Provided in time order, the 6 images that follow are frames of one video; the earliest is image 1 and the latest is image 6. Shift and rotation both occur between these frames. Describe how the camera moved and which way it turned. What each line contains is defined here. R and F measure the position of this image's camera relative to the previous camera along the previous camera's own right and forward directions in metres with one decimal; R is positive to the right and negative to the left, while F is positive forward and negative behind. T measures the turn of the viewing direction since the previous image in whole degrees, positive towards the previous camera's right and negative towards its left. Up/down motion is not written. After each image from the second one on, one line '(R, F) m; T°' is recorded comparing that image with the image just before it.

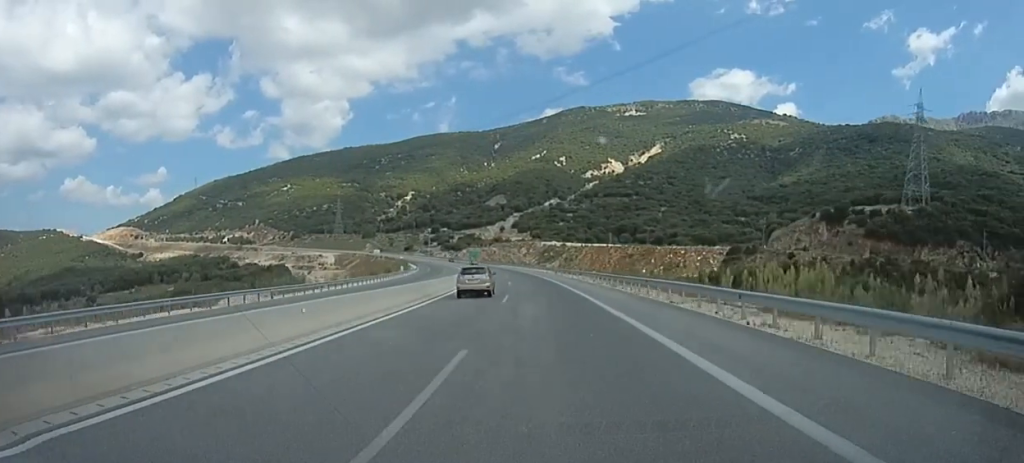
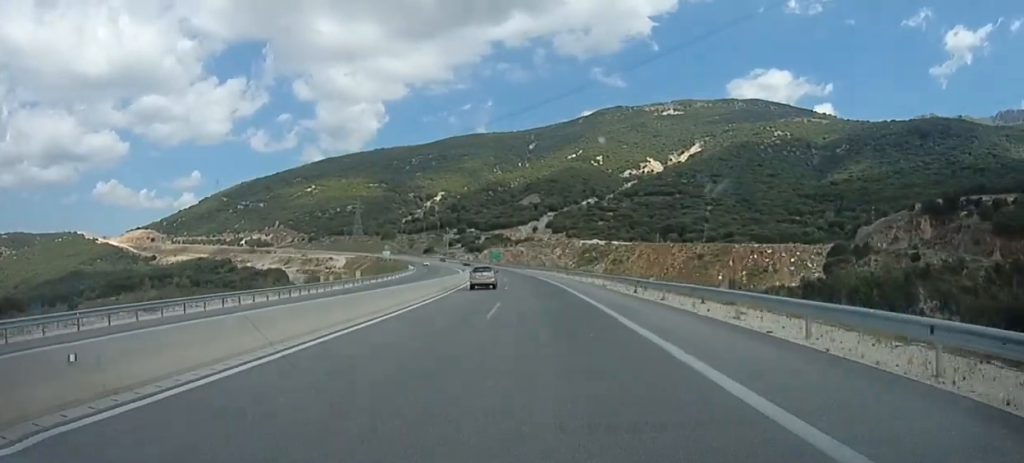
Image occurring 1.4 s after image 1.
(-0.5, +42.9) m; -5°
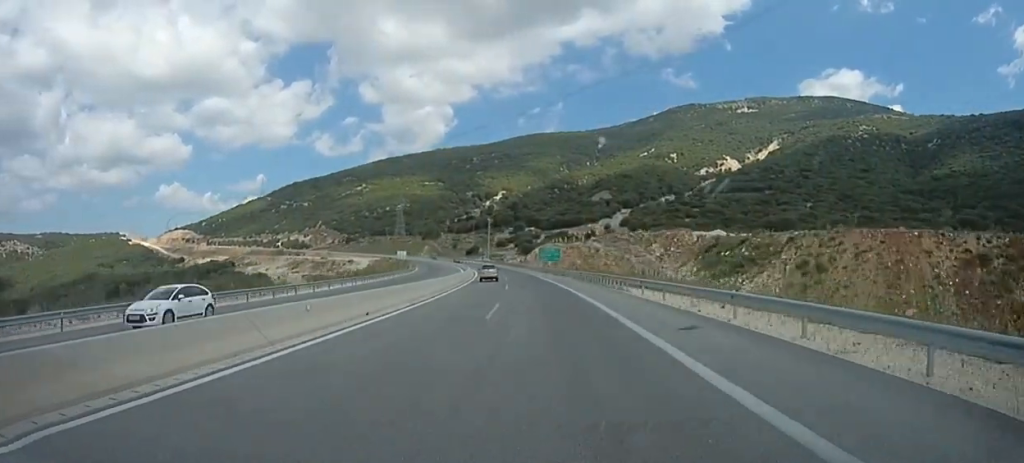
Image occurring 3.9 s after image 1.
(-6.0, +75.0) m; -7°
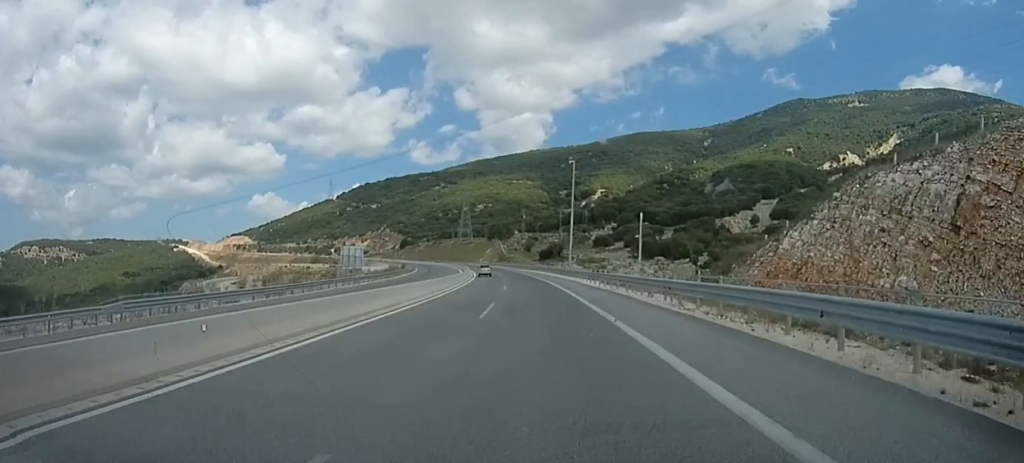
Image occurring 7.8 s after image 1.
(-10.9, +112.5) m; -11°
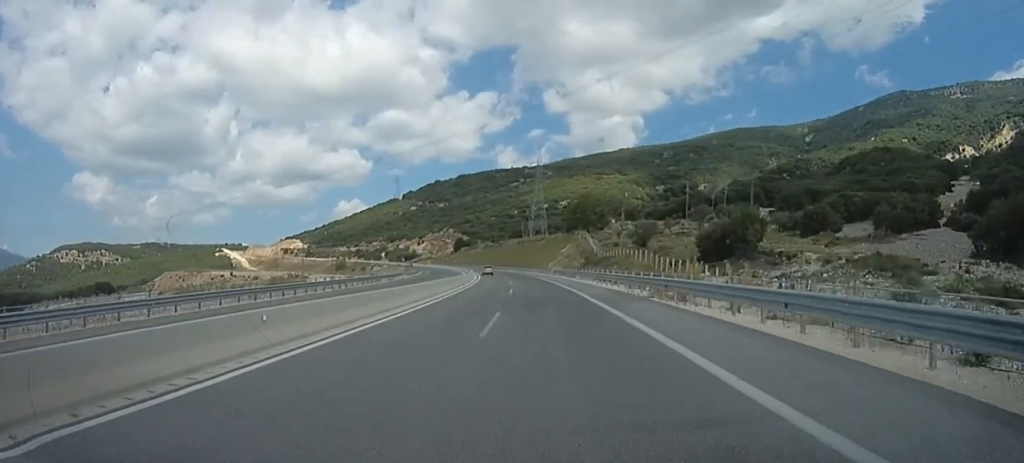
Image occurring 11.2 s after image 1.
(-6.8, +97.6) m; -9°
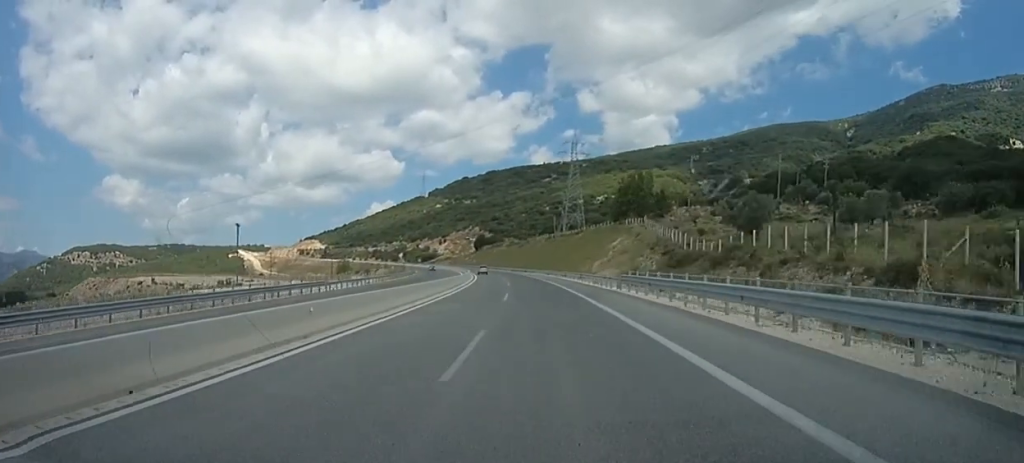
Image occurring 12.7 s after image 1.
(-1.7, +42.2) m; -4°
